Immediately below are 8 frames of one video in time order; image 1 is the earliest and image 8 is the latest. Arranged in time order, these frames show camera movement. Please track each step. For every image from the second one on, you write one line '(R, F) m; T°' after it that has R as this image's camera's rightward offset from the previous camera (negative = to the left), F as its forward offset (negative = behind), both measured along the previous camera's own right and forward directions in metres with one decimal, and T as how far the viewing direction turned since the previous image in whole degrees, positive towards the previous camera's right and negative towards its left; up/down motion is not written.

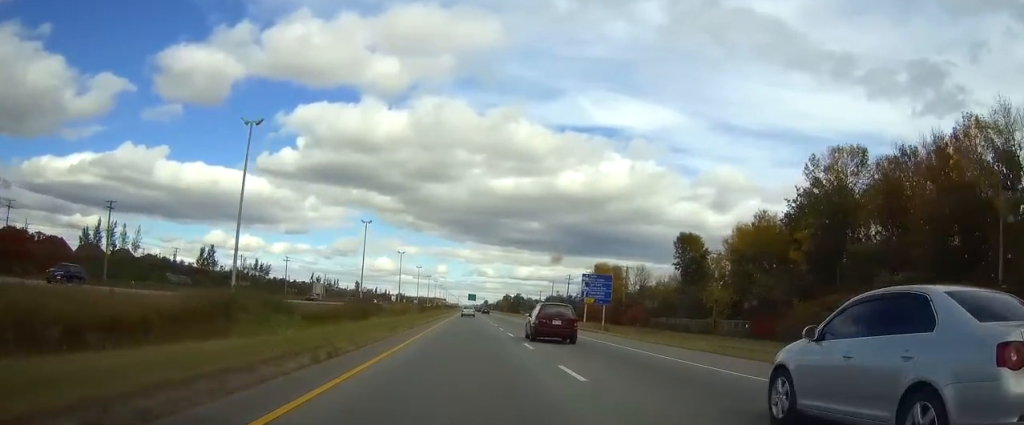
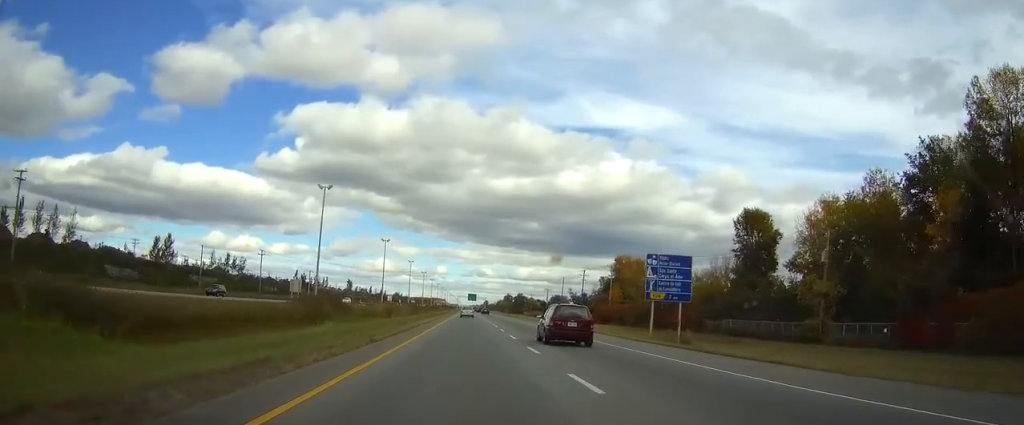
(0.0, +28.8) m; 0°
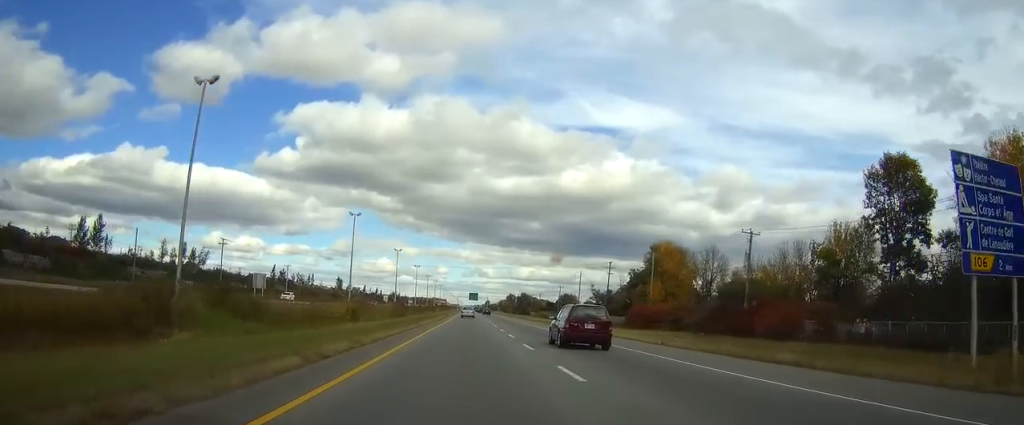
(0.0, +34.4) m; 0°
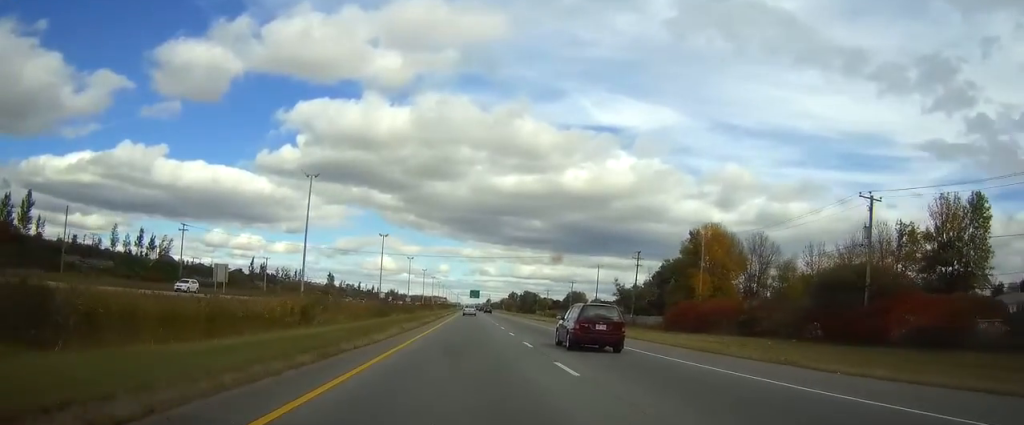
(0.0, +26.0) m; 0°
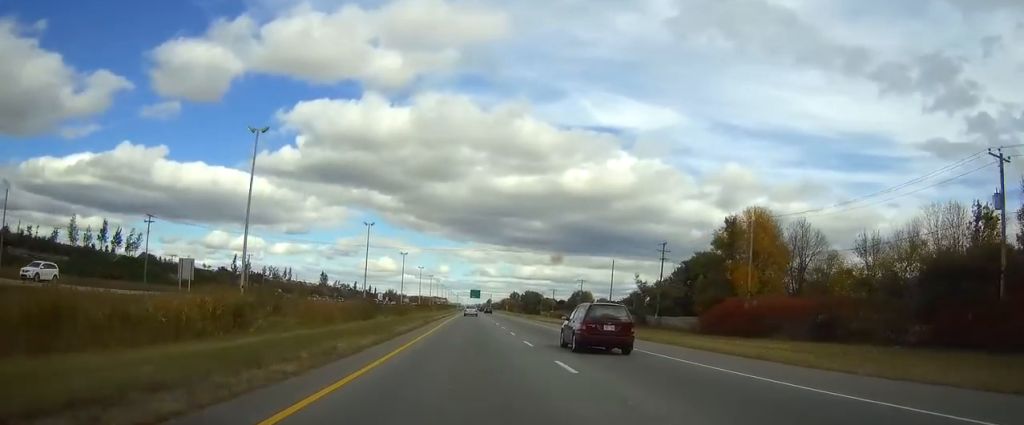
(0.0, +17.4) m; 0°
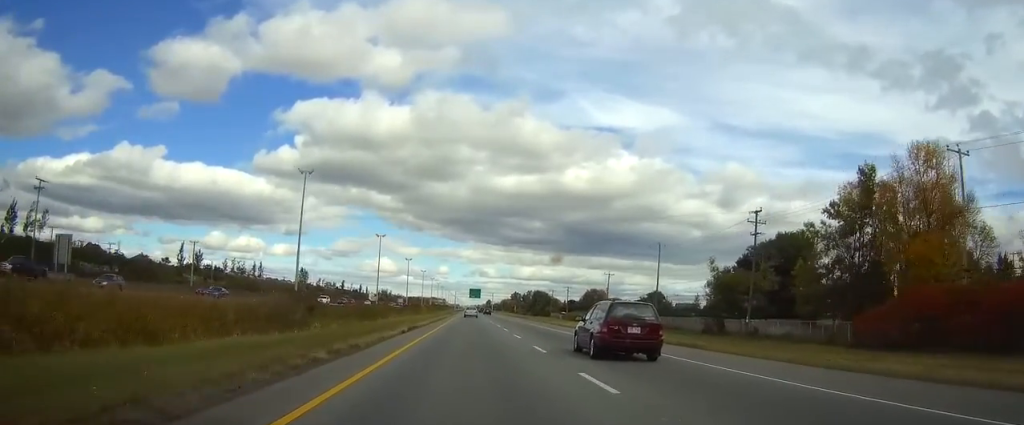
(0.0, +39.4) m; 0°
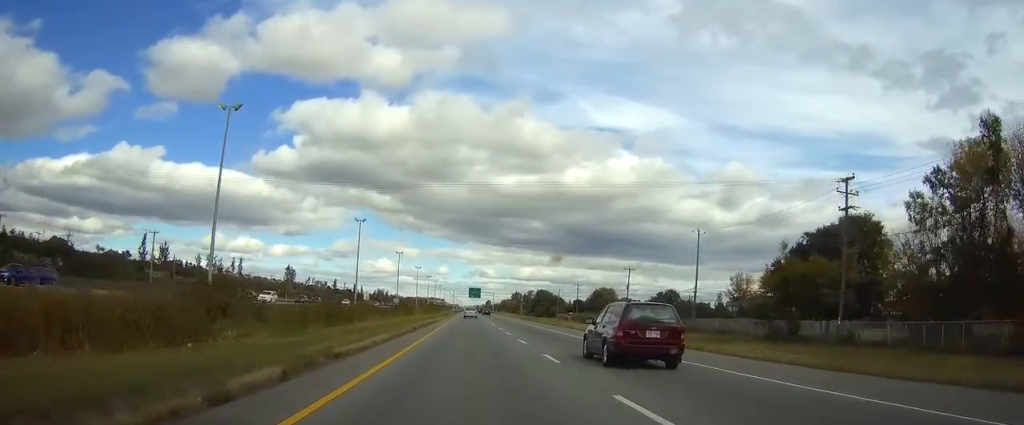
(0.0, +20.9) m; 0°
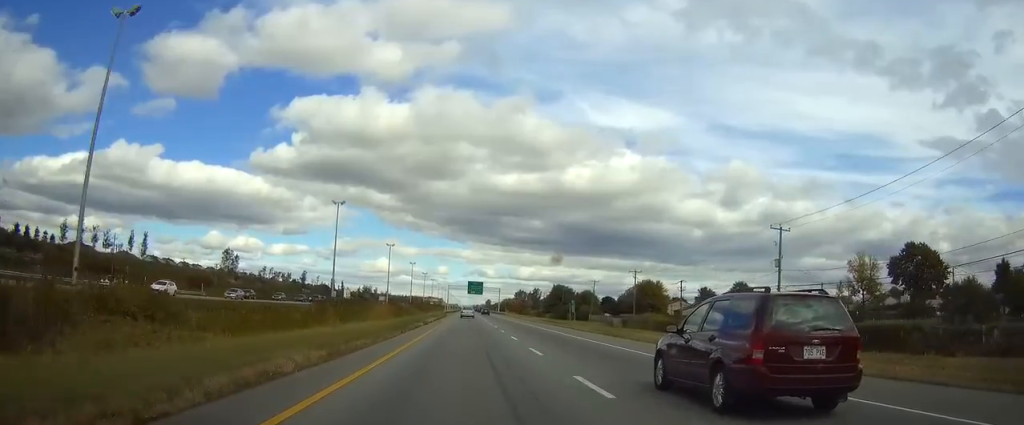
(0.0, +68.9) m; 0°
